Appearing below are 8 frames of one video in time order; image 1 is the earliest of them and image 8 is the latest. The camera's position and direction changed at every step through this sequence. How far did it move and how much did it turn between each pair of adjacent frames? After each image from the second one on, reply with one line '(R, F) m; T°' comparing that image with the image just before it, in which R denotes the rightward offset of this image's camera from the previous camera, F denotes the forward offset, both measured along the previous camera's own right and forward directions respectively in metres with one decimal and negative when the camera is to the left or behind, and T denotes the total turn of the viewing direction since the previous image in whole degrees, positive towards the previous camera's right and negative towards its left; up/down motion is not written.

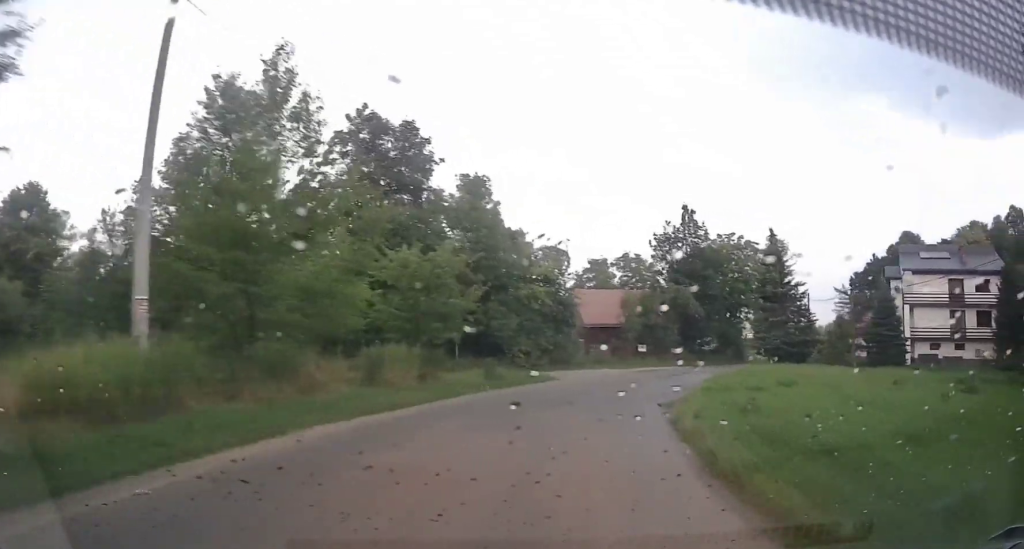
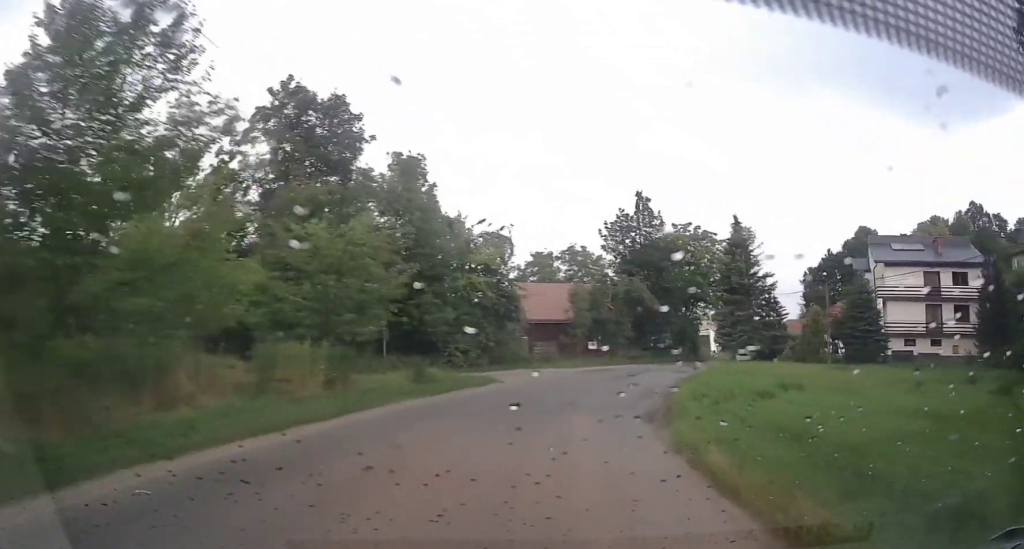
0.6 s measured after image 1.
(-0.1, +4.1) m; +4°
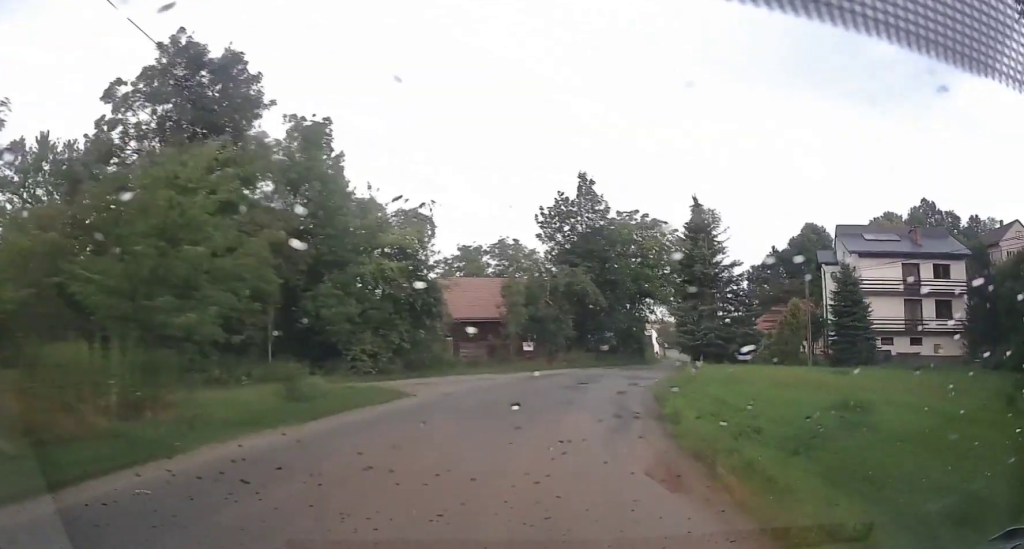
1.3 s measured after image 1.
(+0.5, +5.8) m; +7°
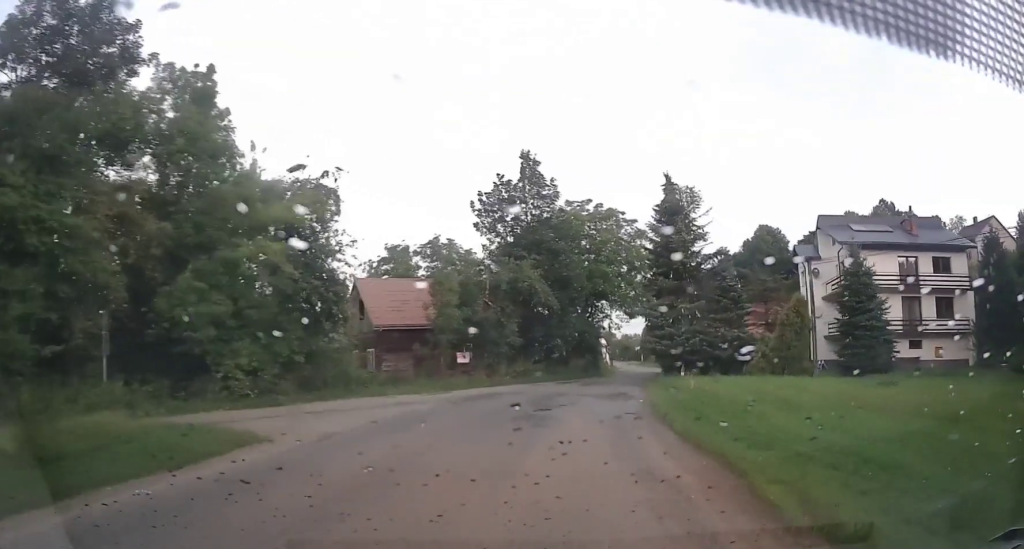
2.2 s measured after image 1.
(+0.5, +7.4) m; +7°
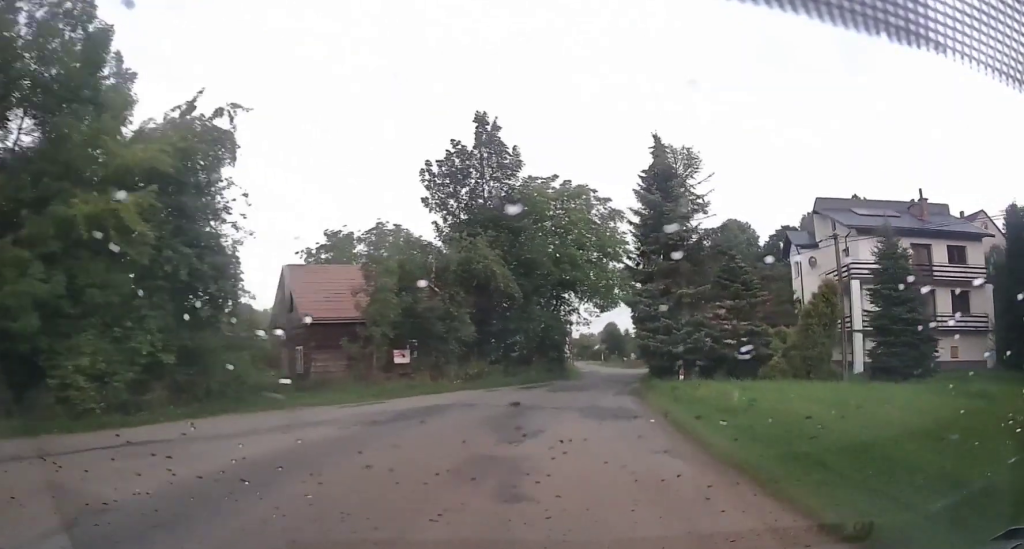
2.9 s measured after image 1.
(+0.2, +6.2) m; +4°
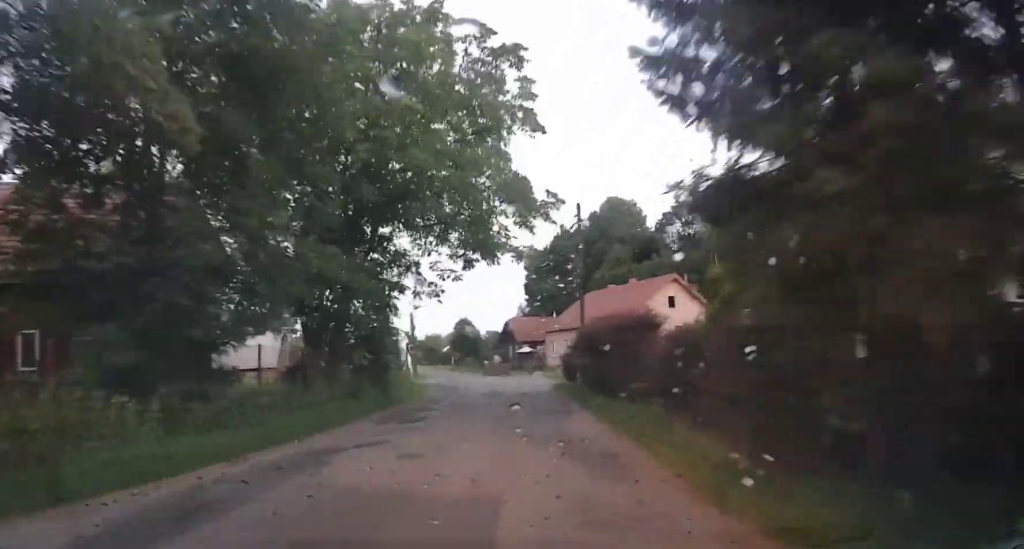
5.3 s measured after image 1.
(+2.7, +22.5) m; +13°
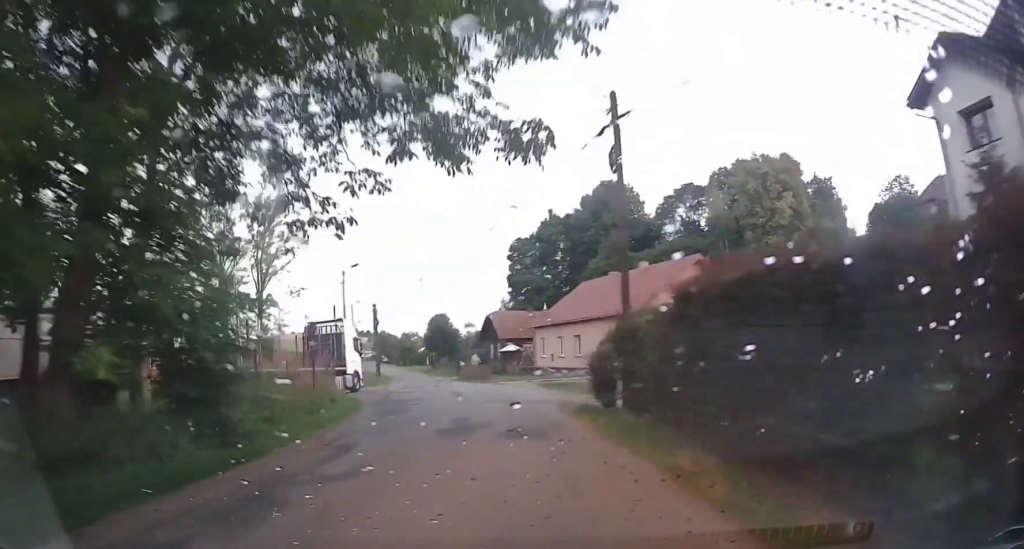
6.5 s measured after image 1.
(+0.4, +11.1) m; +2°
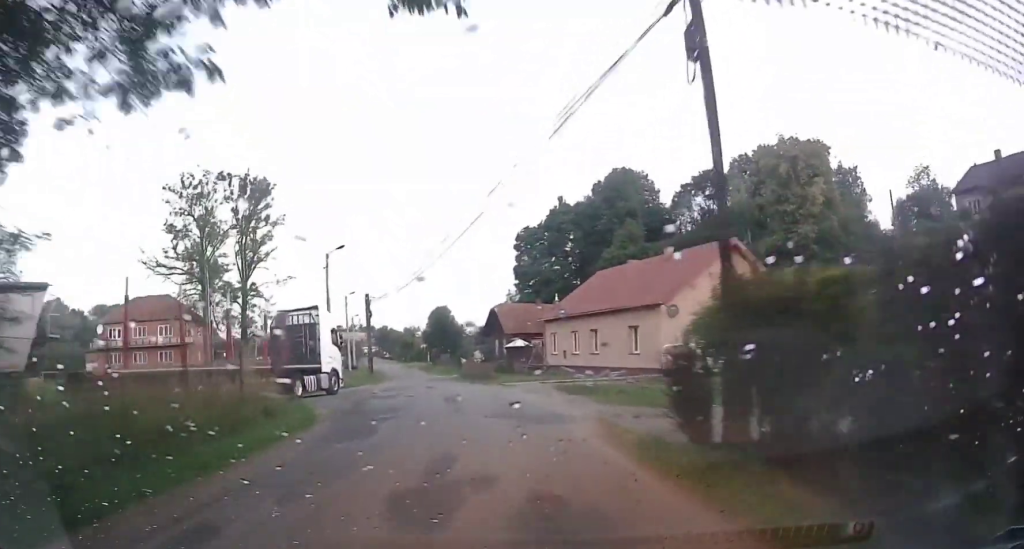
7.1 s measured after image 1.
(0.0, +5.5) m; -1°
